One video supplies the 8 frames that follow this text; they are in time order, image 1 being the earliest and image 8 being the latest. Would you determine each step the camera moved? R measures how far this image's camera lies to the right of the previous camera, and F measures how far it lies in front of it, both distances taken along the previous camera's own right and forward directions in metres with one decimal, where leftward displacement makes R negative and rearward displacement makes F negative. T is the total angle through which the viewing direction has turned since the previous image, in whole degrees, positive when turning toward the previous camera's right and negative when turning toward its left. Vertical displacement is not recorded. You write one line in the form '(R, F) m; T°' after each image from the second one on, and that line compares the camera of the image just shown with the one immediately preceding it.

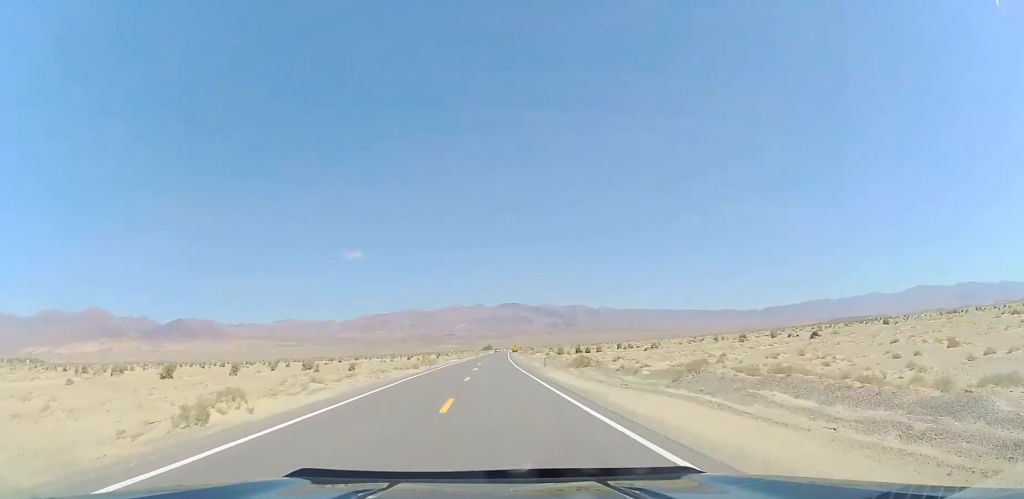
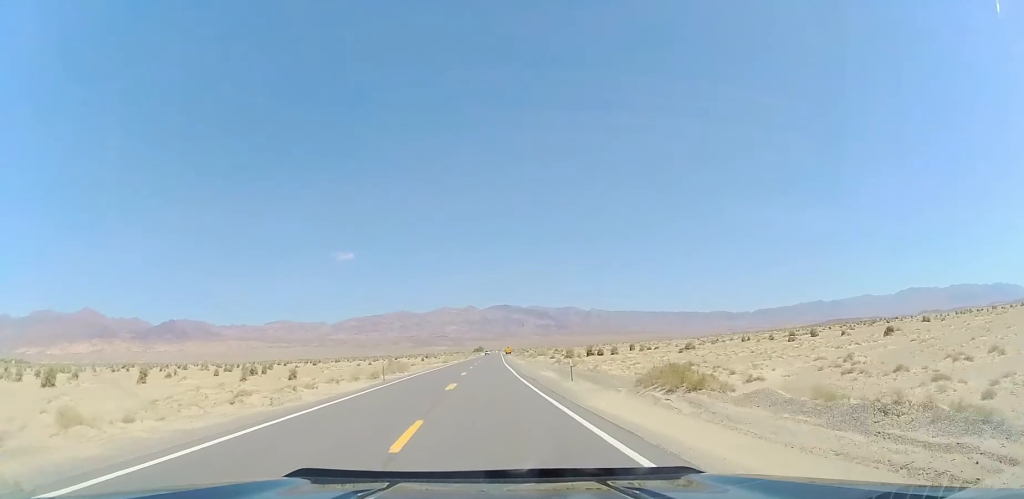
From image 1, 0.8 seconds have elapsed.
(0.0, +19.3) m; +3°
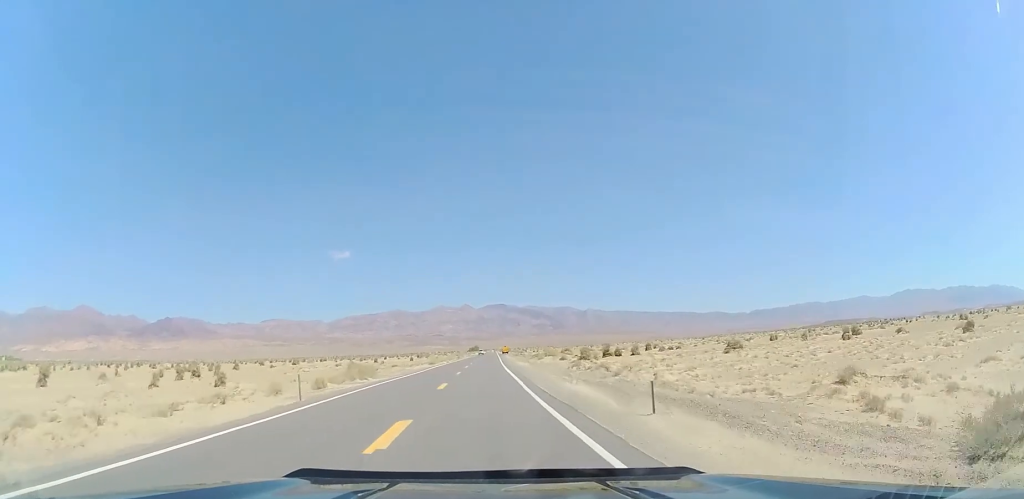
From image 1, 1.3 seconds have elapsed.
(+1.0, +14.6) m; +1°
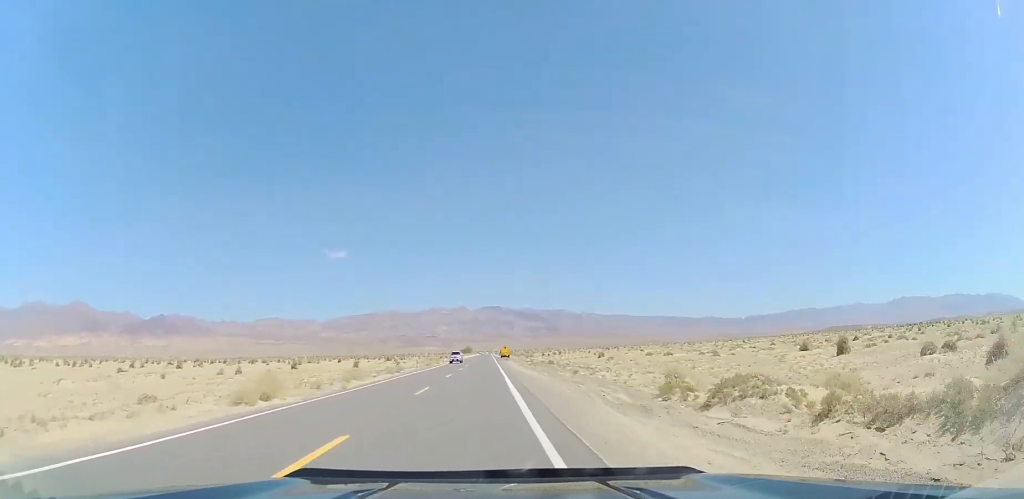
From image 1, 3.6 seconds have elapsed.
(+0.3, +59.9) m; 0°
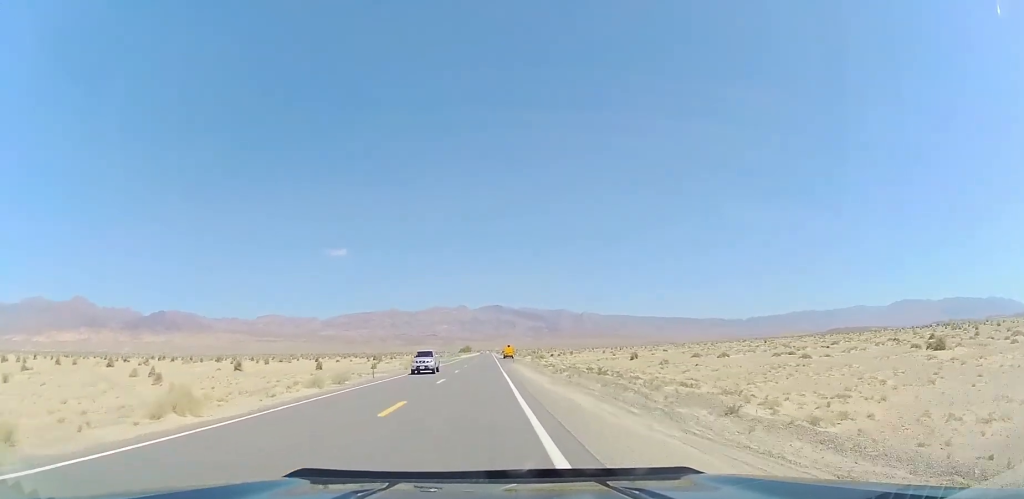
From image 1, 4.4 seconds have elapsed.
(-0.3, +21.7) m; -1°
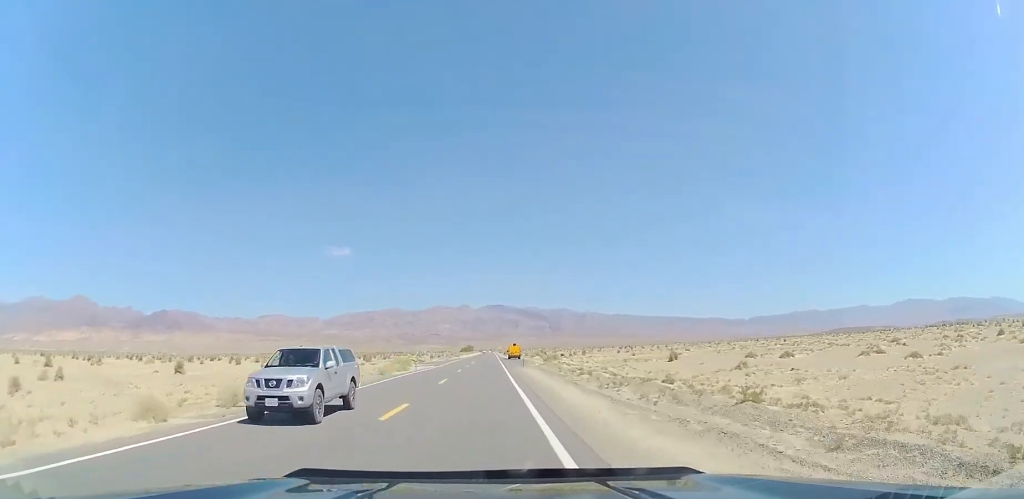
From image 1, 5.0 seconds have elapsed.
(-0.1, +16.4) m; -1°
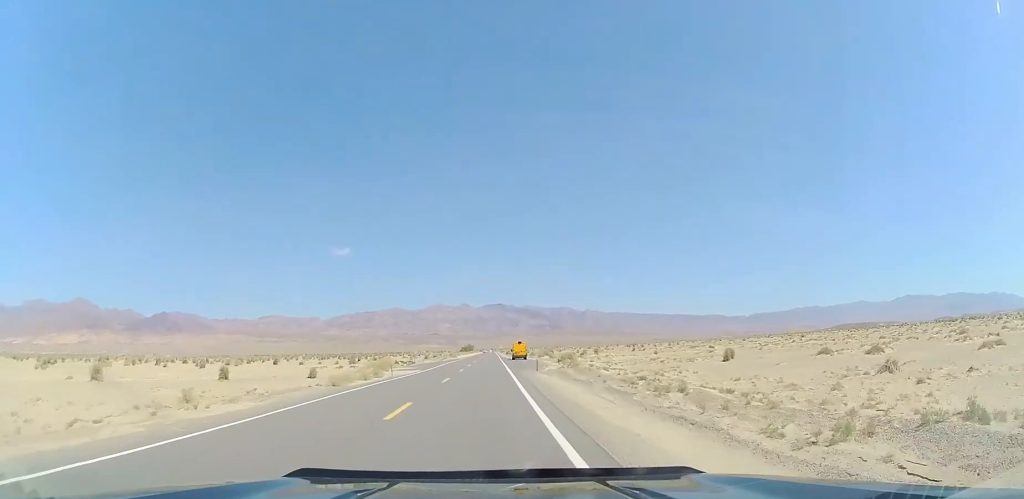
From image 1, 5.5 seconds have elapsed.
(+0.1, +14.6) m; -1°
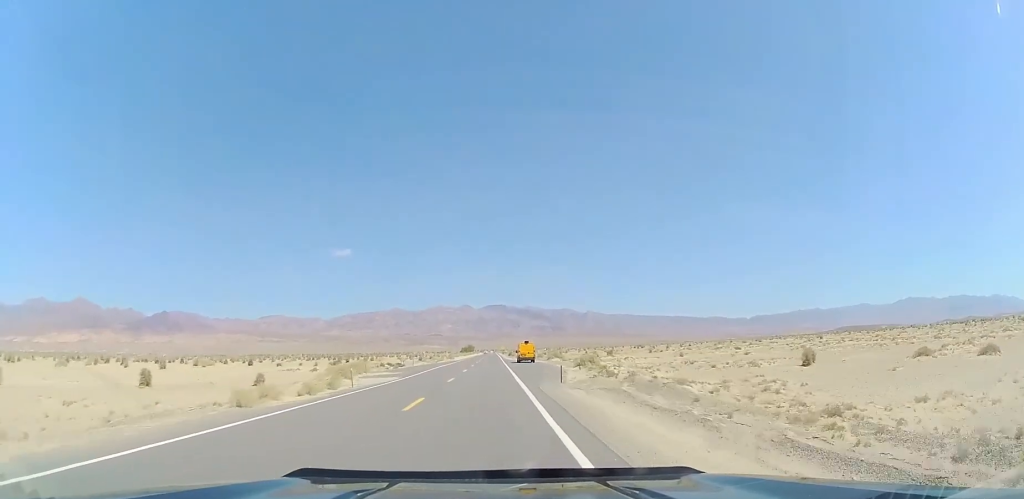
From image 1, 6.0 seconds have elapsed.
(-0.1, +12.8) m; 0°
